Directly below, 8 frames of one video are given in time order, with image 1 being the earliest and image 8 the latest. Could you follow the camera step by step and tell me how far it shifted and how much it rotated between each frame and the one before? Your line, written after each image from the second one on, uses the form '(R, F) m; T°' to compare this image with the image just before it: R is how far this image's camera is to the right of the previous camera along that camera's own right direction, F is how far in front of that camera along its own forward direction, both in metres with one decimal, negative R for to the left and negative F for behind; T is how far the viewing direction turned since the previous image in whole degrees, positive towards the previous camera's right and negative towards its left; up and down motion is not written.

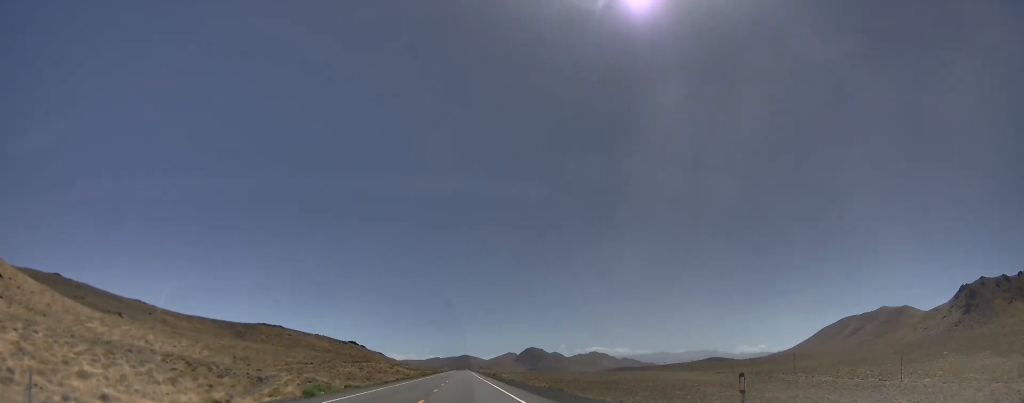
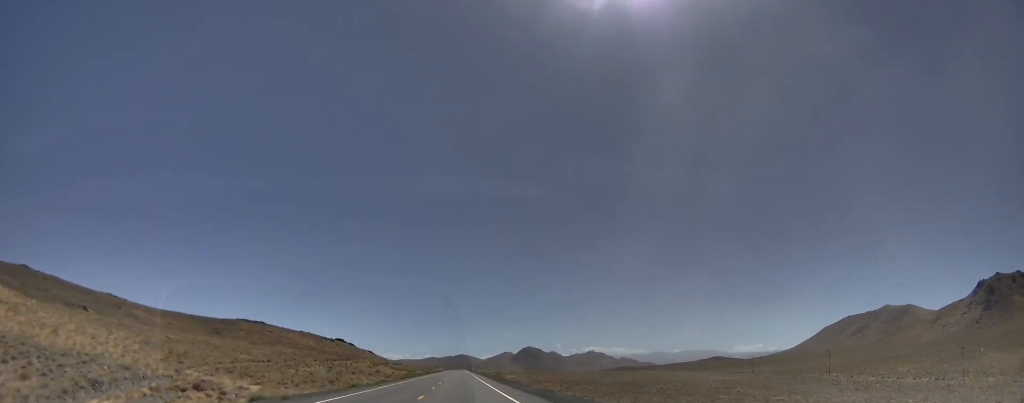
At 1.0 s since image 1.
(-0.2, +32.6) m; +1°
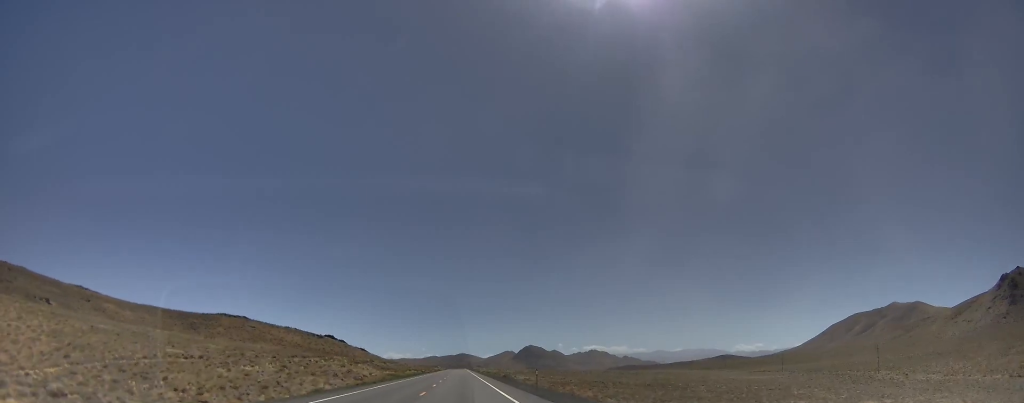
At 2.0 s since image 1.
(+0.8, +33.0) m; +1°
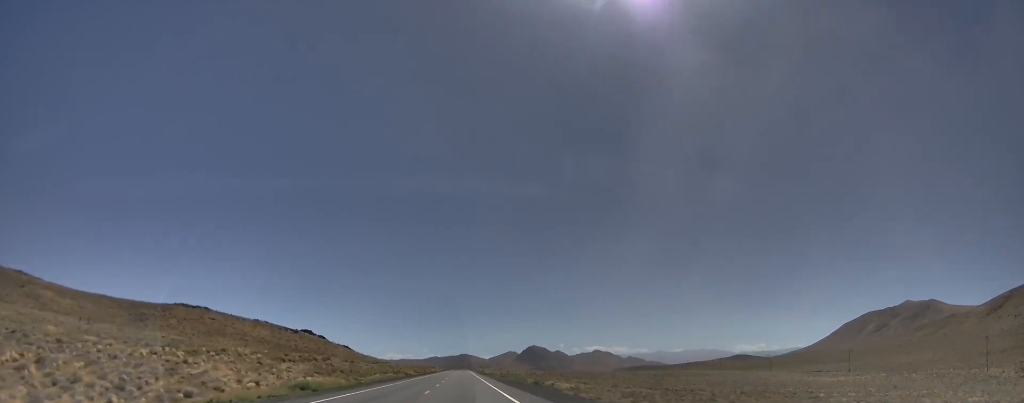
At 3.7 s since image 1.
(-0.7, +52.0) m; -1°
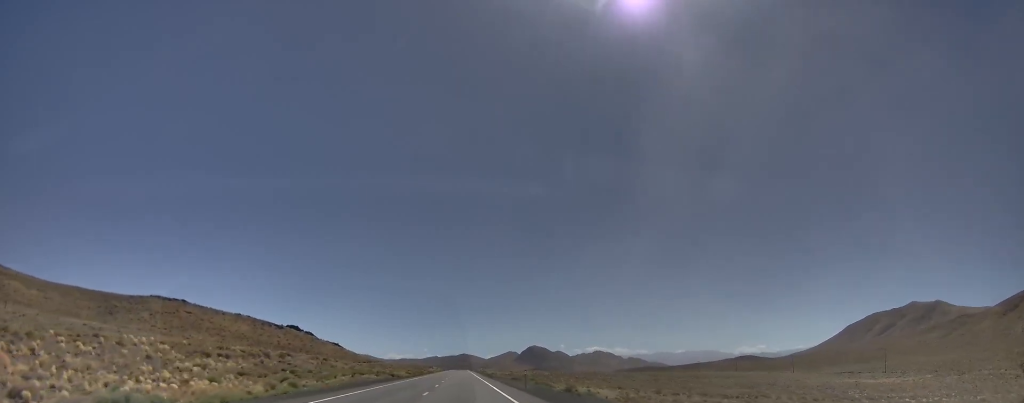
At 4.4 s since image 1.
(0.0, +19.4) m; 0°
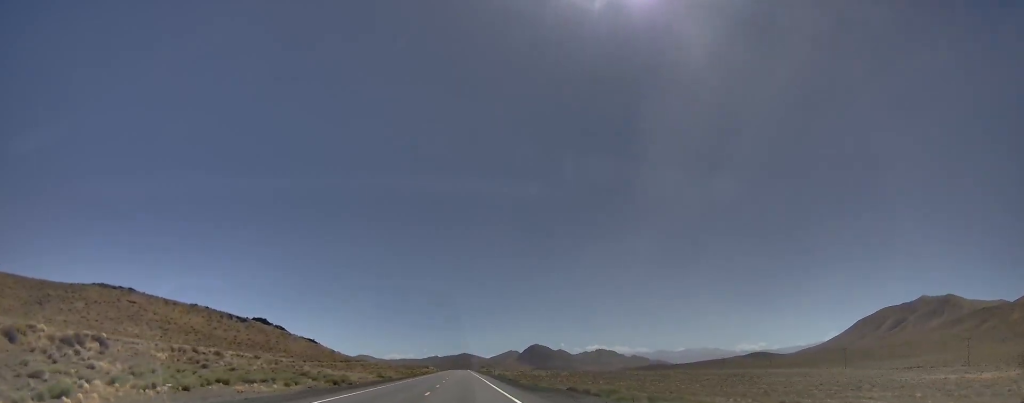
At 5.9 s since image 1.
(+0.3, +35.9) m; 0°
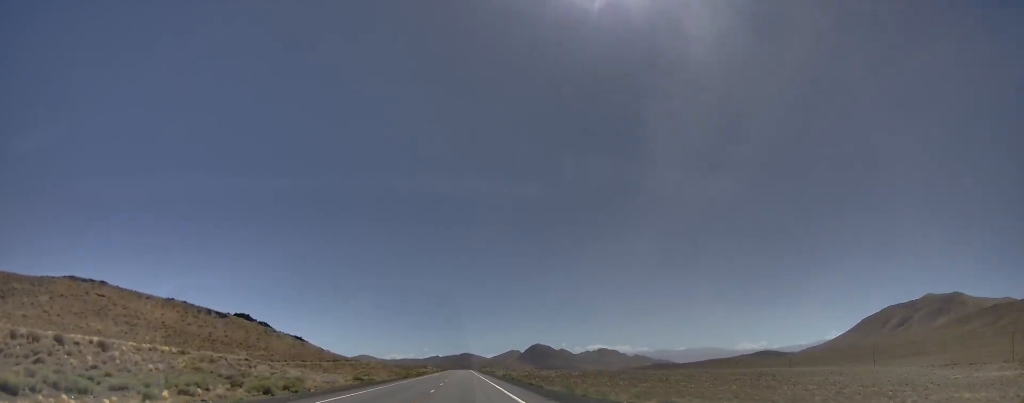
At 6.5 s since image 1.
(0.0, +17.7) m; 0°
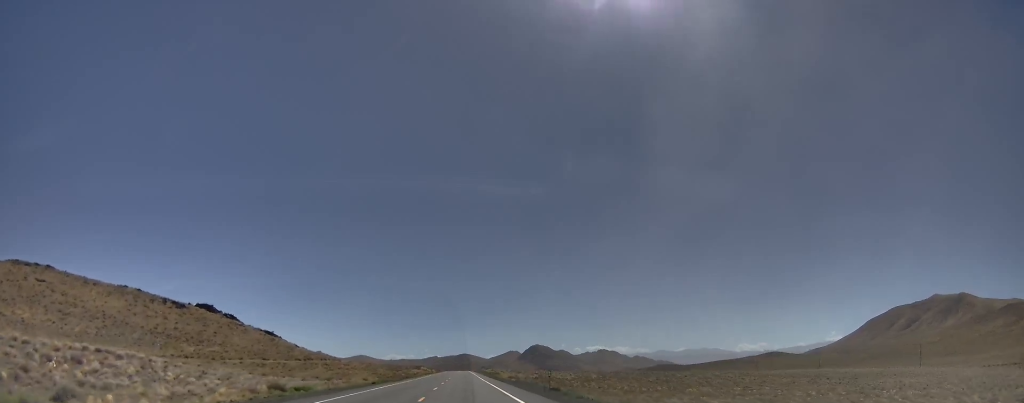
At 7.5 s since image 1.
(-0.3, +30.0) m; 0°
